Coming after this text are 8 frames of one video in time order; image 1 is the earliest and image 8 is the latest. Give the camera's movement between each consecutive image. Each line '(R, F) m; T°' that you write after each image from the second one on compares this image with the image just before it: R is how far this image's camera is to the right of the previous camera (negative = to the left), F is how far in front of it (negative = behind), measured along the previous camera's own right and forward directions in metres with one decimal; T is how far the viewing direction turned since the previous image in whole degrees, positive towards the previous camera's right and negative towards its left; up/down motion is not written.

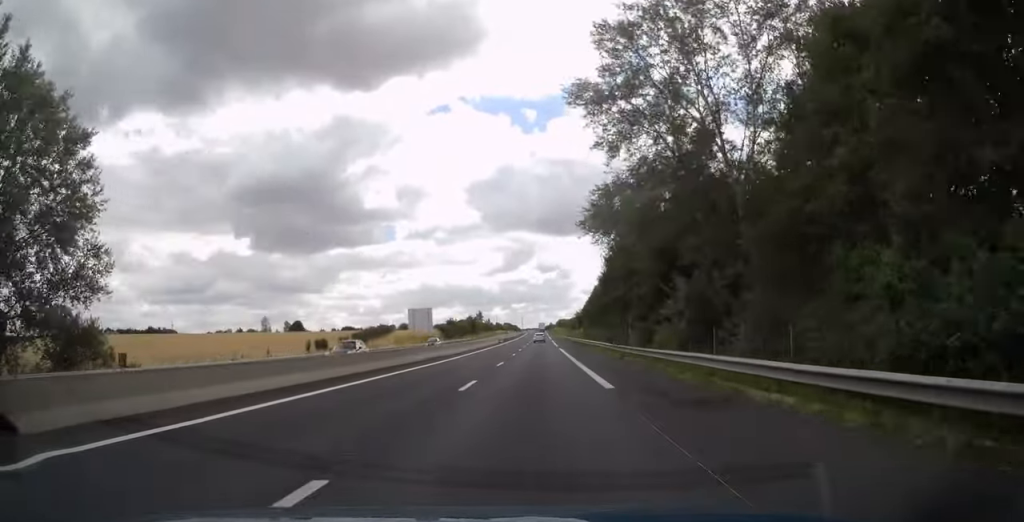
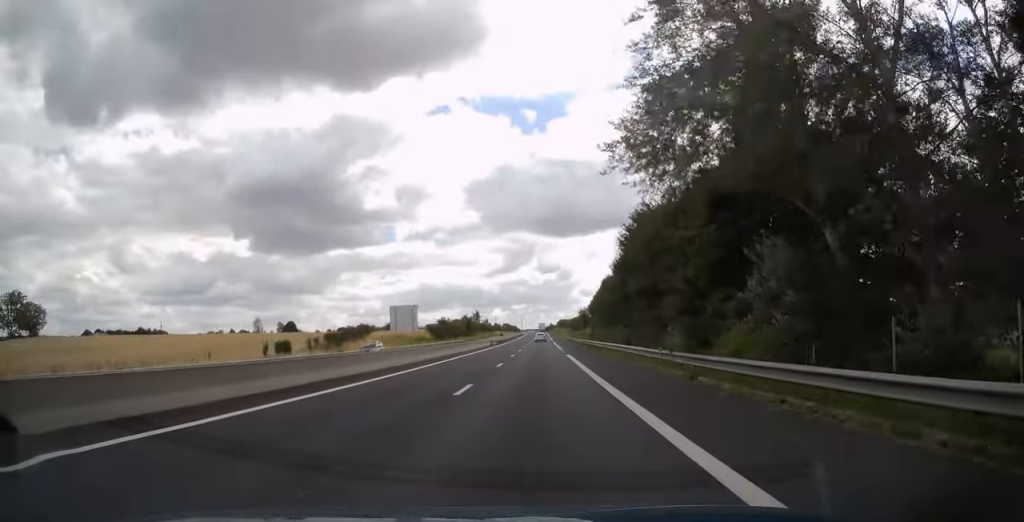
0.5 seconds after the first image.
(0.0, +13.6) m; 0°
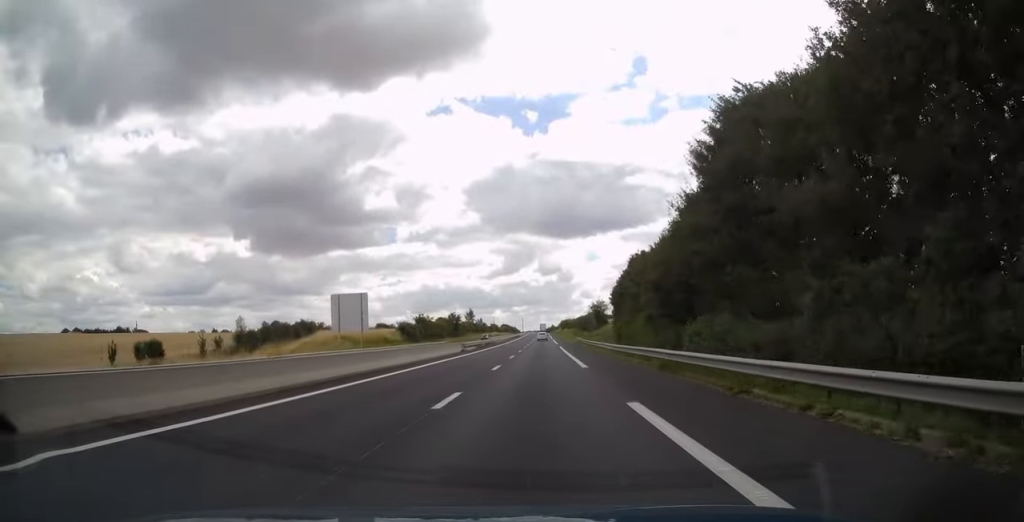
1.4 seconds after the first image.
(+0.1, +28.2) m; 0°
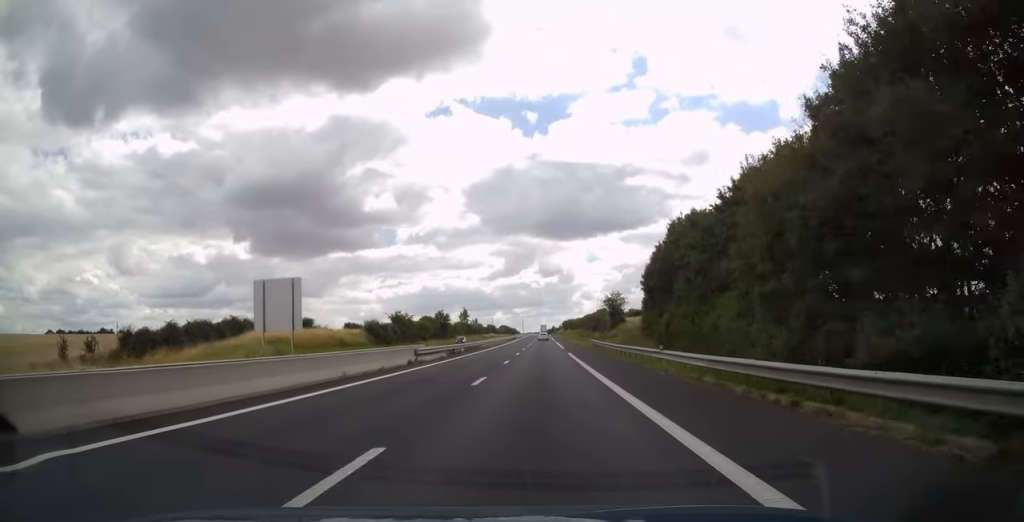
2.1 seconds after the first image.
(+0.1, +19.9) m; 0°
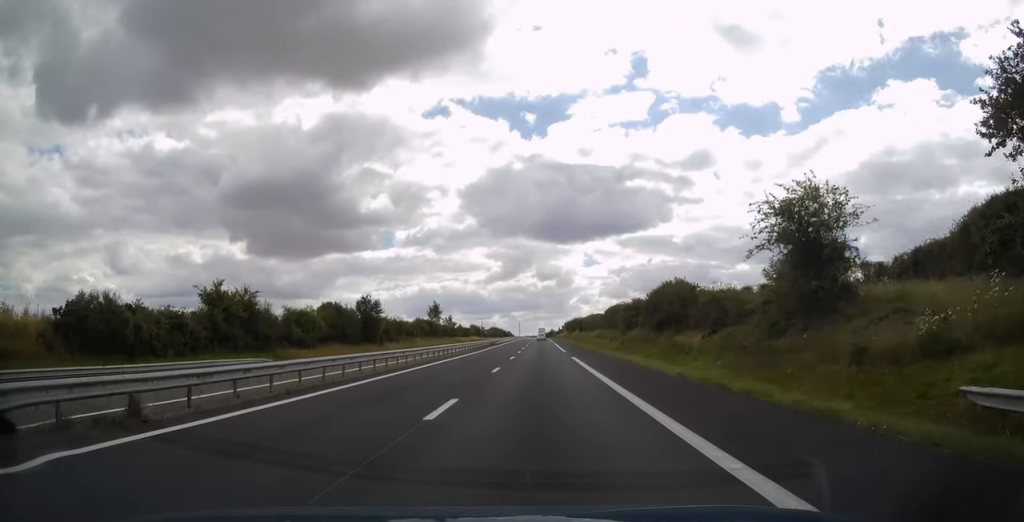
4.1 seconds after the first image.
(-0.5, +57.9) m; -1°
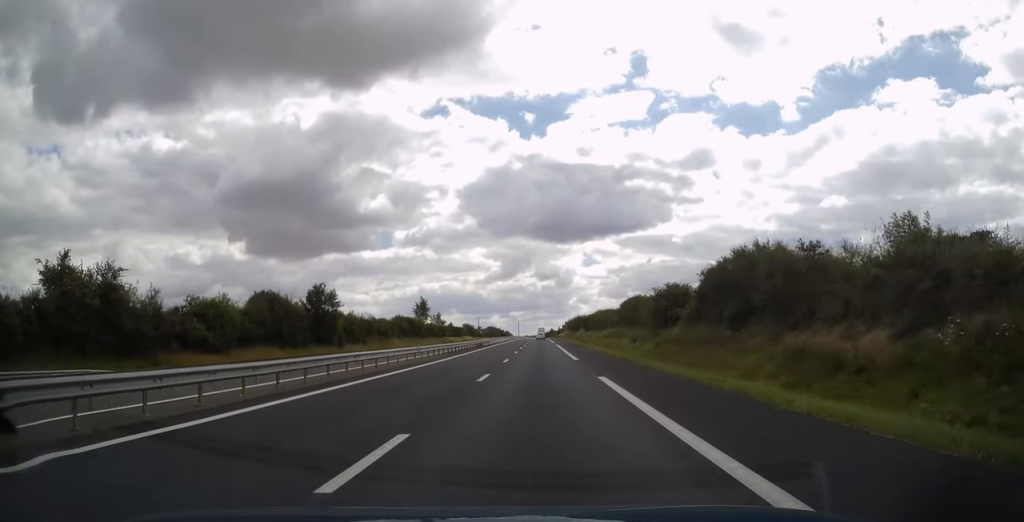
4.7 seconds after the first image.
(0.0, +17.5) m; 0°
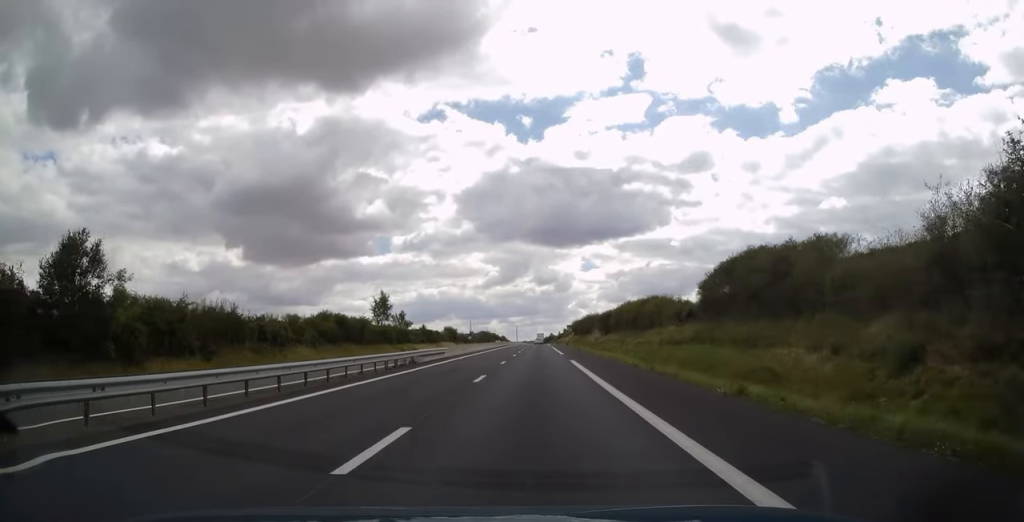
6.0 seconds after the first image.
(+0.1, +37.4) m; +1°
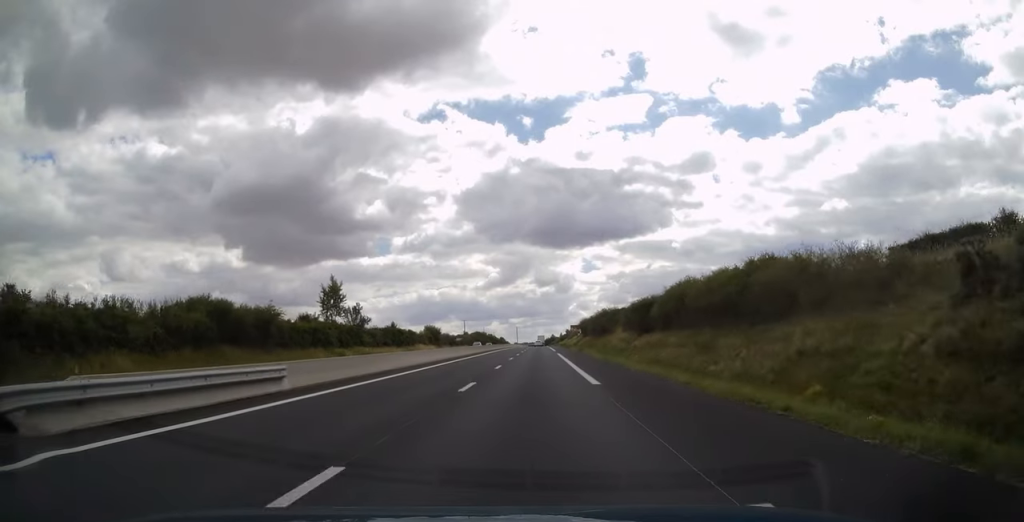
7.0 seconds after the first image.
(+0.3, +28.2) m; 0°
